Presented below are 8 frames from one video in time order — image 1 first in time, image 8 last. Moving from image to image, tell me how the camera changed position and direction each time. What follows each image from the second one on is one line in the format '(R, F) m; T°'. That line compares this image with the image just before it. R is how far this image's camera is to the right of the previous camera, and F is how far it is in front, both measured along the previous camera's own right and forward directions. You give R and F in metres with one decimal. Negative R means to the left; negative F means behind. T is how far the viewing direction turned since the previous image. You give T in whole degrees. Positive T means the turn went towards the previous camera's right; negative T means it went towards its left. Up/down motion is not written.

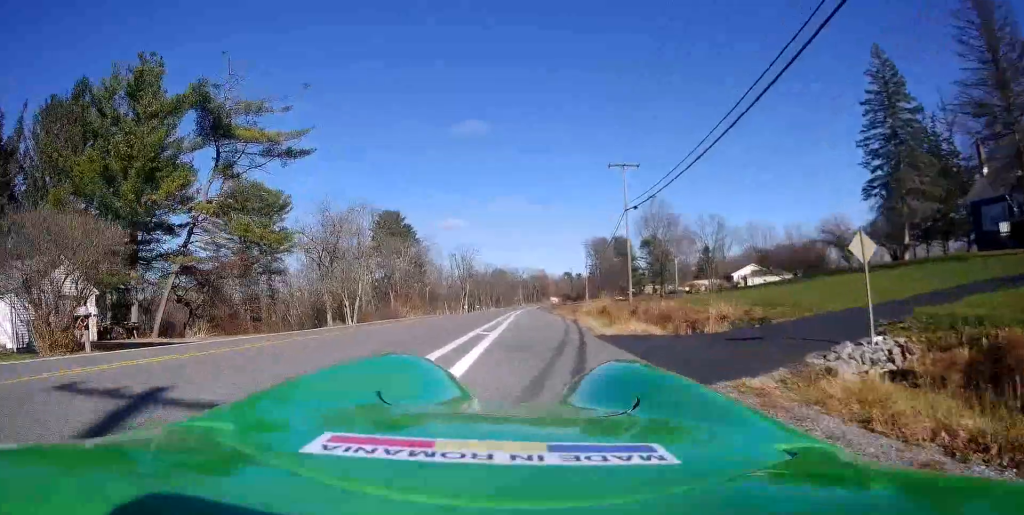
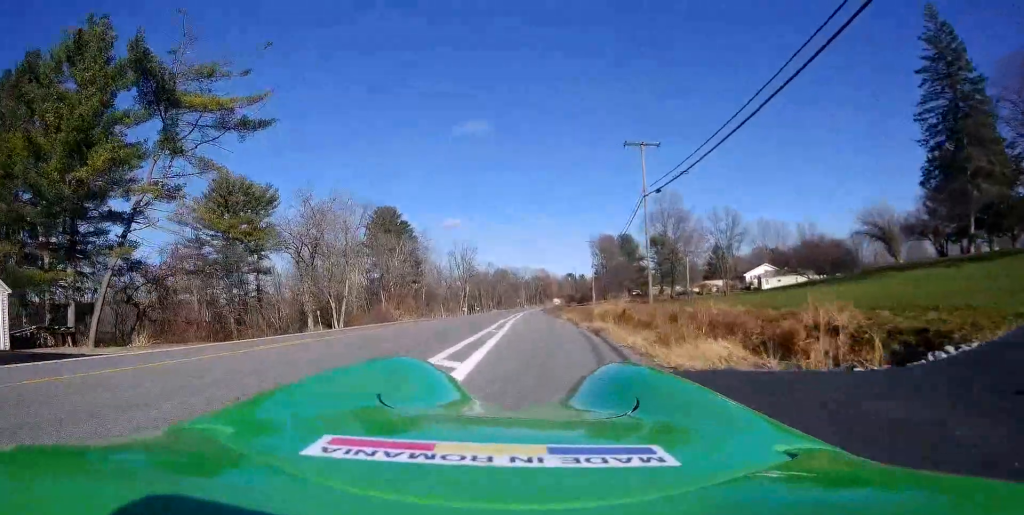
(-0.1, +5.8) m; -2°
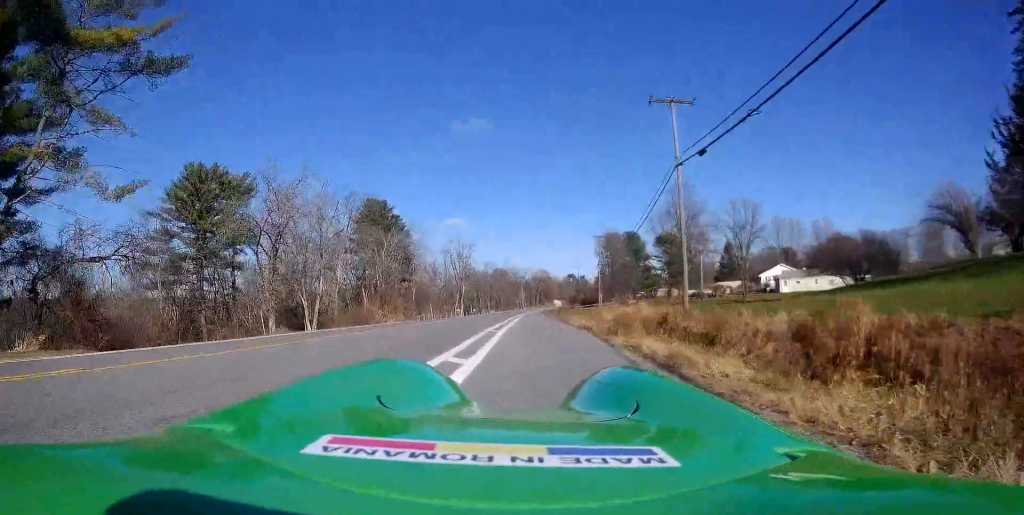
(-0.2, +8.2) m; 0°
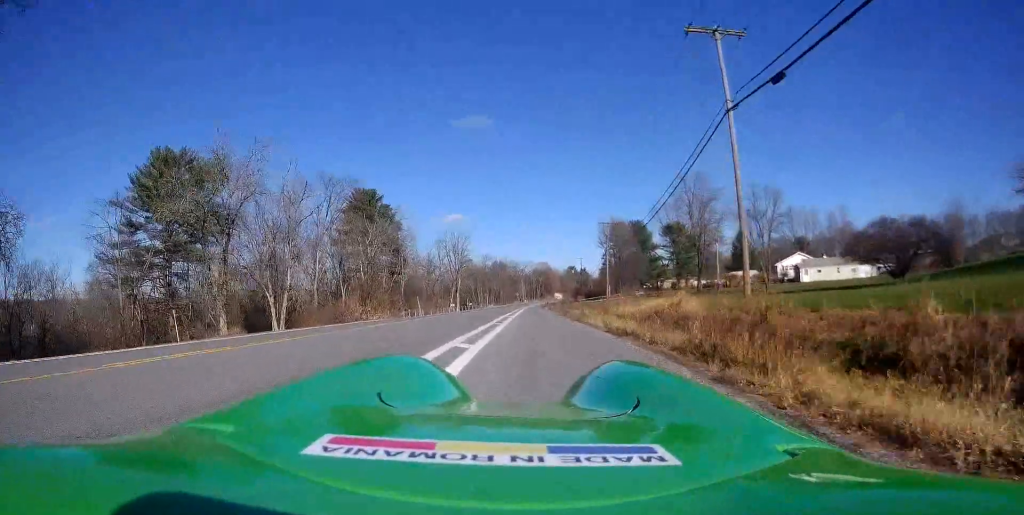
(0.0, +7.7) m; +3°
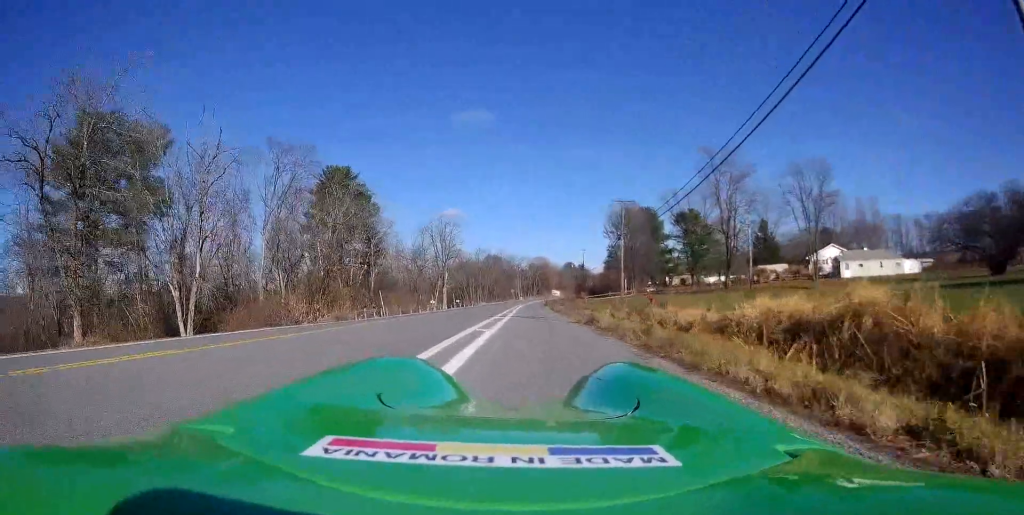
(0.0, +13.9) m; -1°
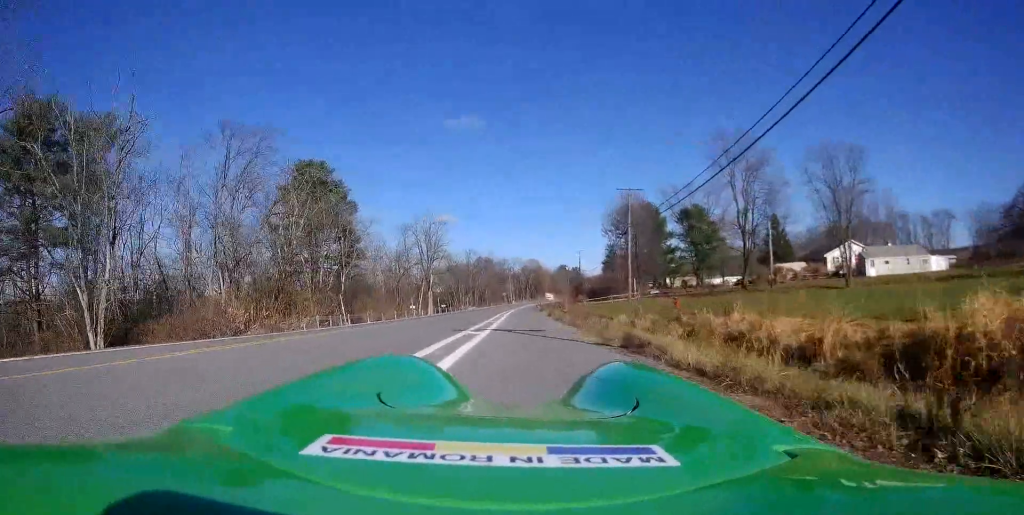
(0.0, +8.5) m; +1°
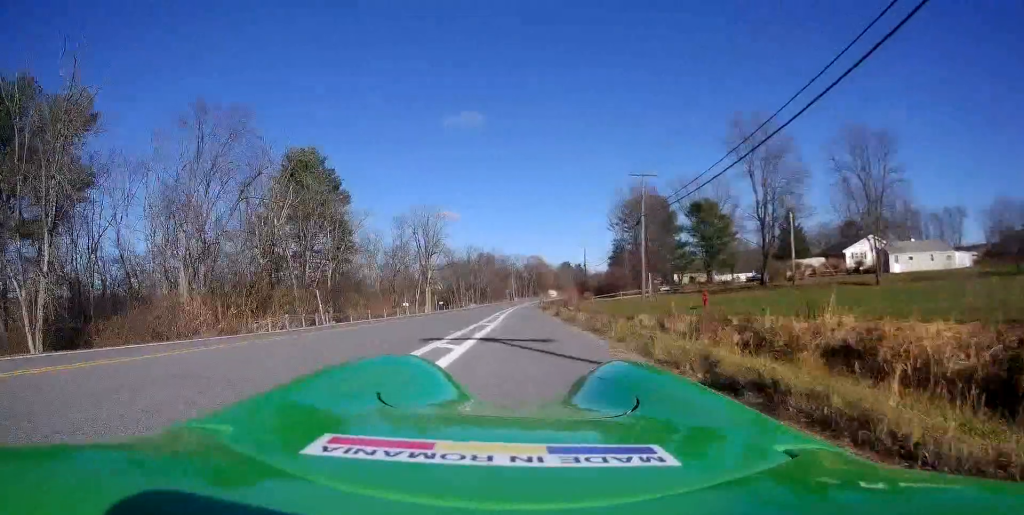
(+0.4, +4.8) m; +1°
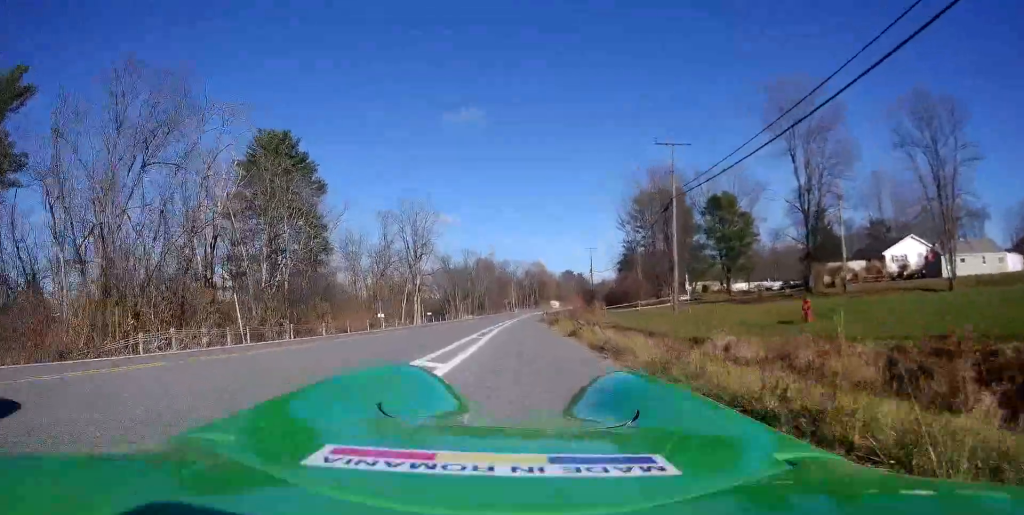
(-0.5, +10.1) m; -3°
